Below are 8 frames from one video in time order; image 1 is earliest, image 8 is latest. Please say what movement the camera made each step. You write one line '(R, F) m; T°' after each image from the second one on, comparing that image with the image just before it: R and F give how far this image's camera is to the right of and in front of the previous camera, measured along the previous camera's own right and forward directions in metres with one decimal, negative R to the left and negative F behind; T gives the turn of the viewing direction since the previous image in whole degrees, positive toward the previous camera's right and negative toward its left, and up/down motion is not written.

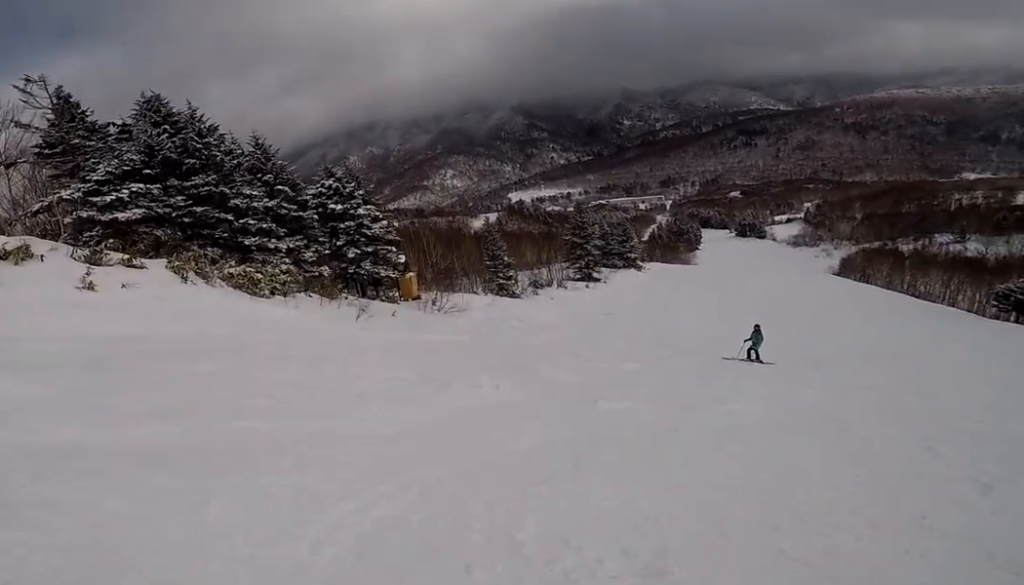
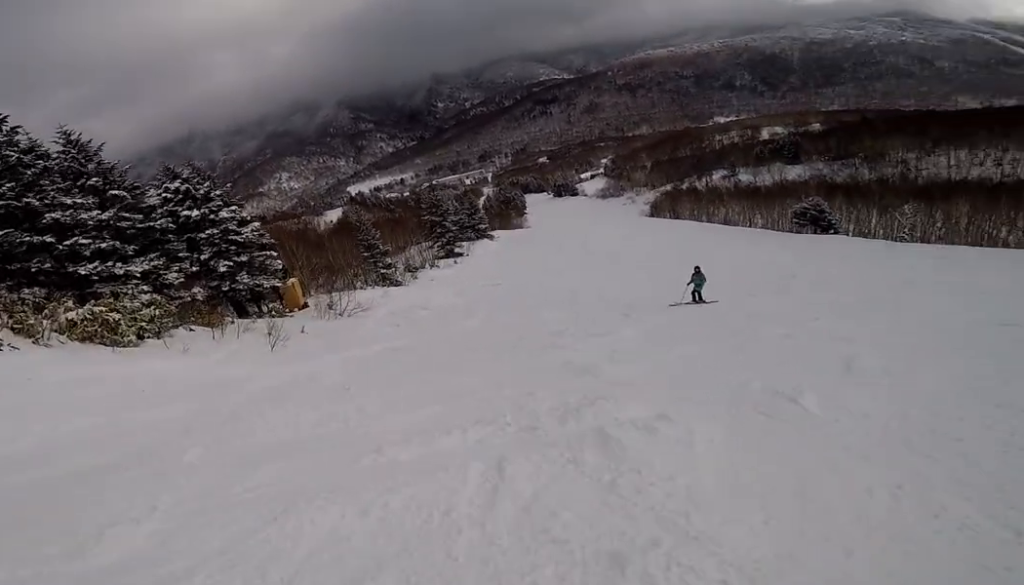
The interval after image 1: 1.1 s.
(+0.5, +4.7) m; +38°
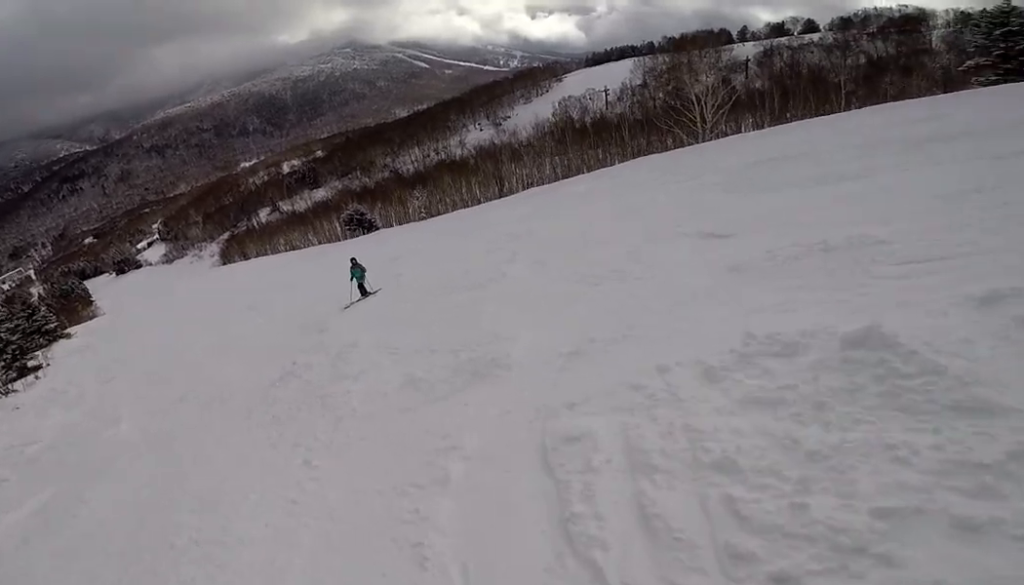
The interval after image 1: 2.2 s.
(+2.1, +3.2) m; +59°
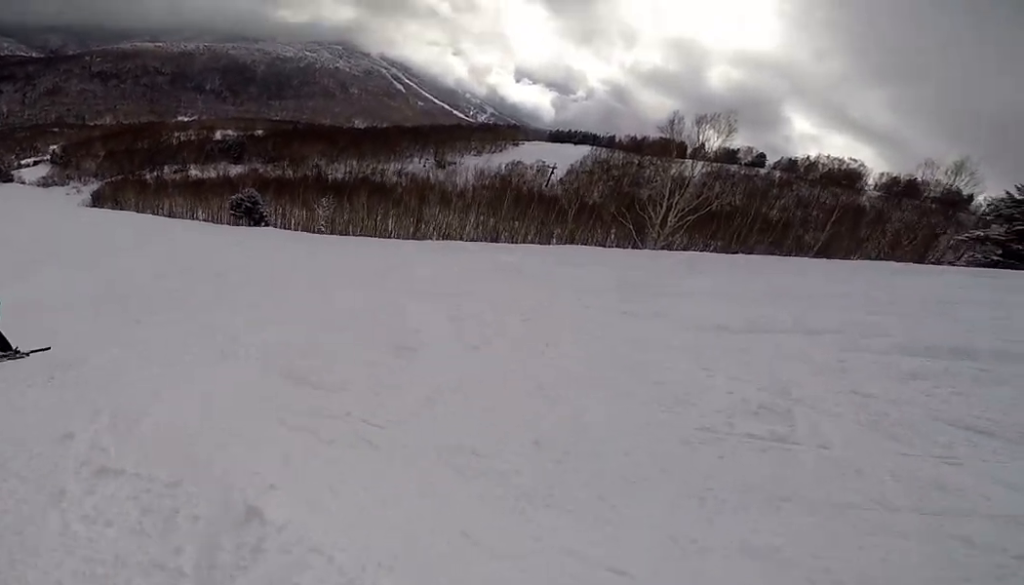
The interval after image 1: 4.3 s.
(+2.2, +9.0) m; -1°
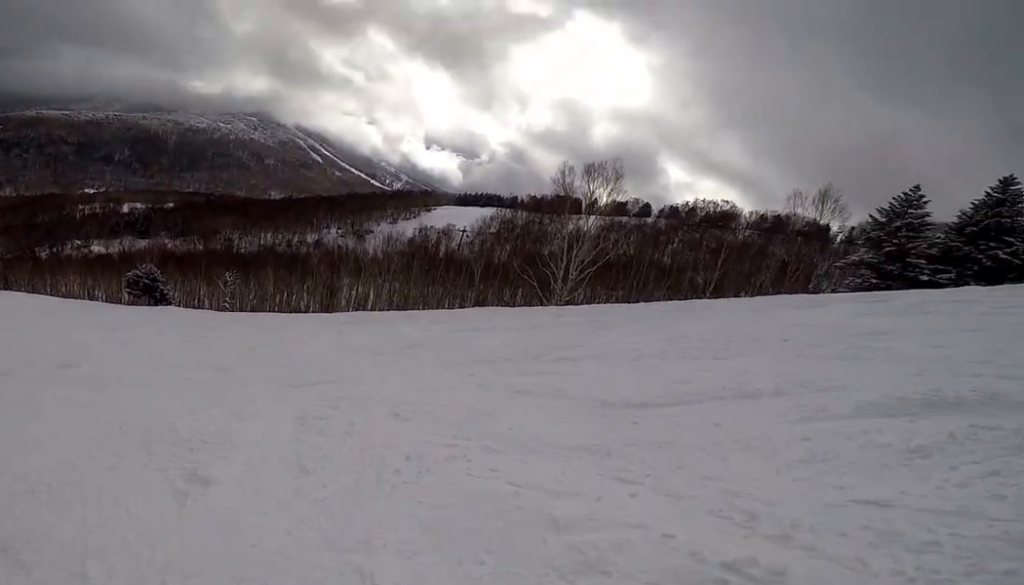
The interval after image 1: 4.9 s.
(-0.1, +2.3) m; -8°
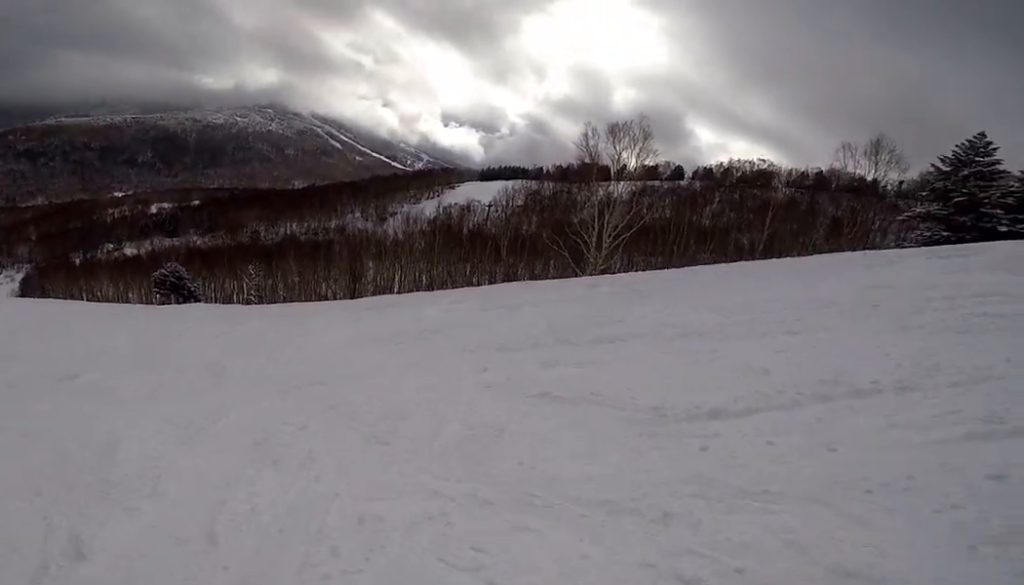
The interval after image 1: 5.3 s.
(-0.1, +1.5) m; -9°
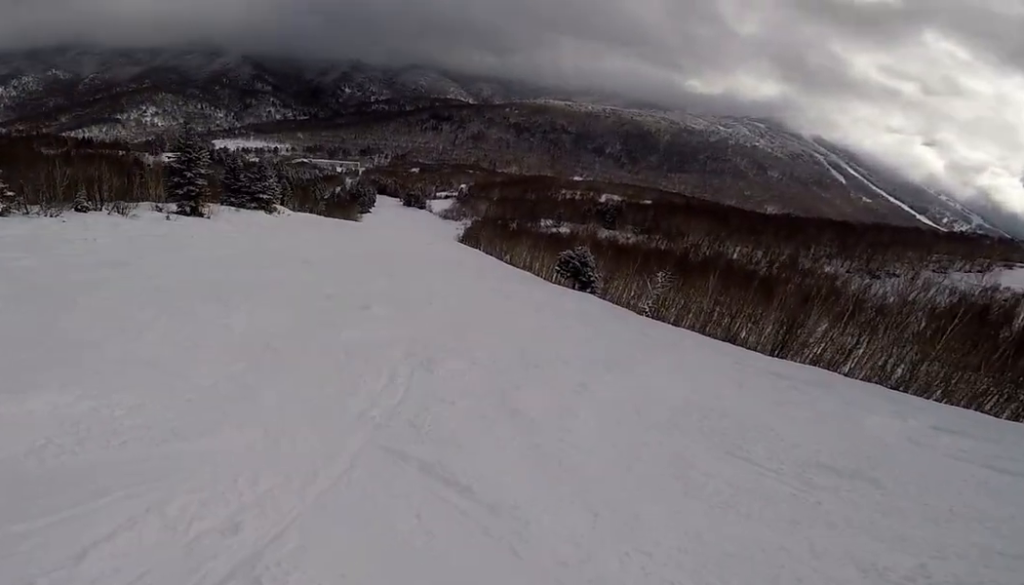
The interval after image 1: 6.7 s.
(-1.2, +4.4) m; -45°
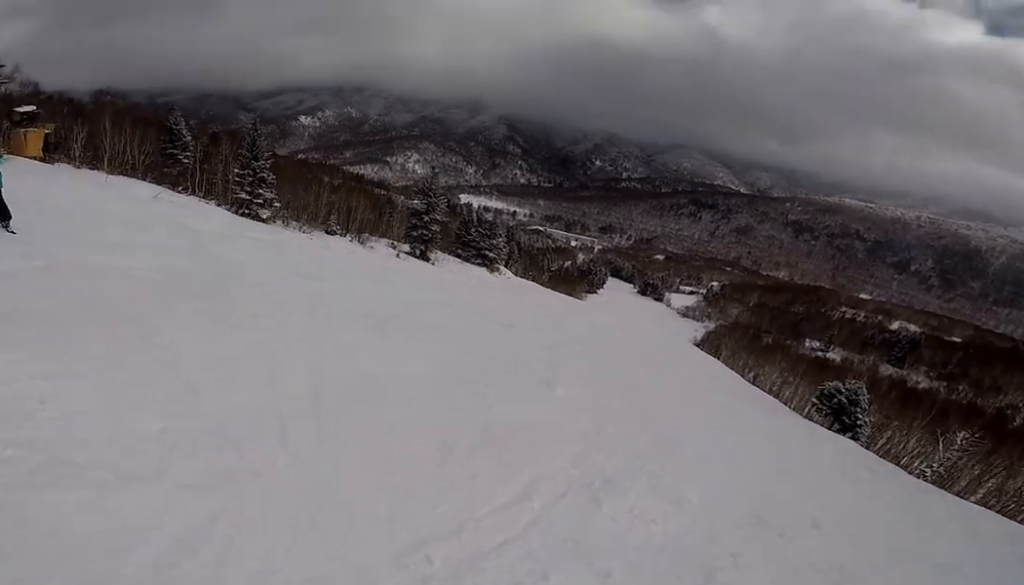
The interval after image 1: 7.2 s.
(-0.3, +1.2) m; -22°
